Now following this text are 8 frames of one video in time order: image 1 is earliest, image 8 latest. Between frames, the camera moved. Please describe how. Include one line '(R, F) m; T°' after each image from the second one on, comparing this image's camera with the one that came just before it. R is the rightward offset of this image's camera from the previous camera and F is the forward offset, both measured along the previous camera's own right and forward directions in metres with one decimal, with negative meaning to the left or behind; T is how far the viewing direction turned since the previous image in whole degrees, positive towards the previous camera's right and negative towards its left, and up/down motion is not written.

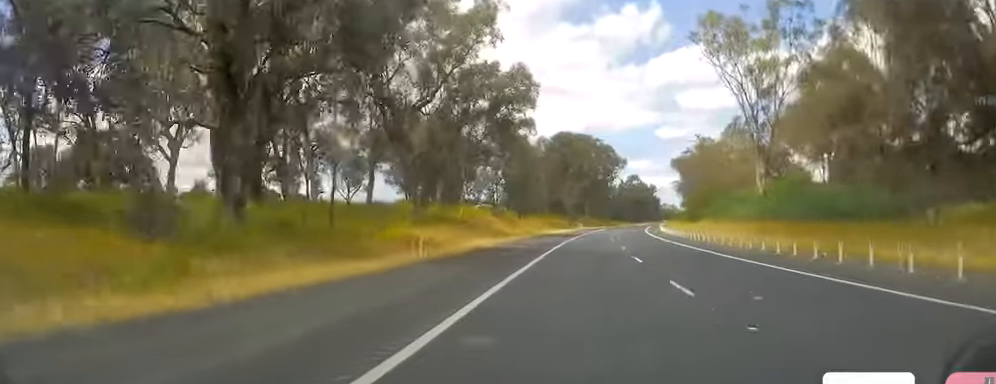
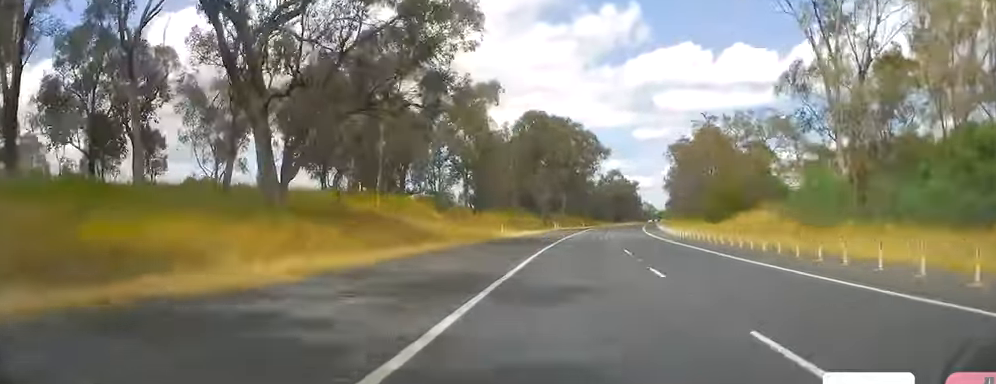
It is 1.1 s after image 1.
(-0.1, +31.3) m; +1°
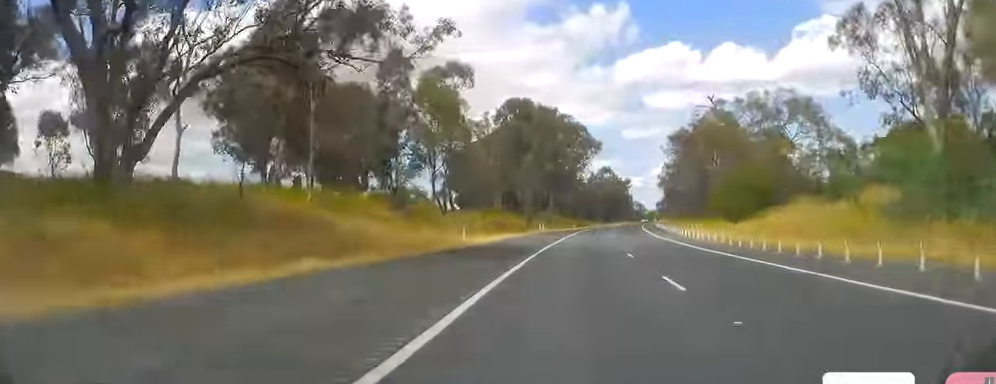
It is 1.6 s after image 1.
(-0.2, +15.1) m; +1°
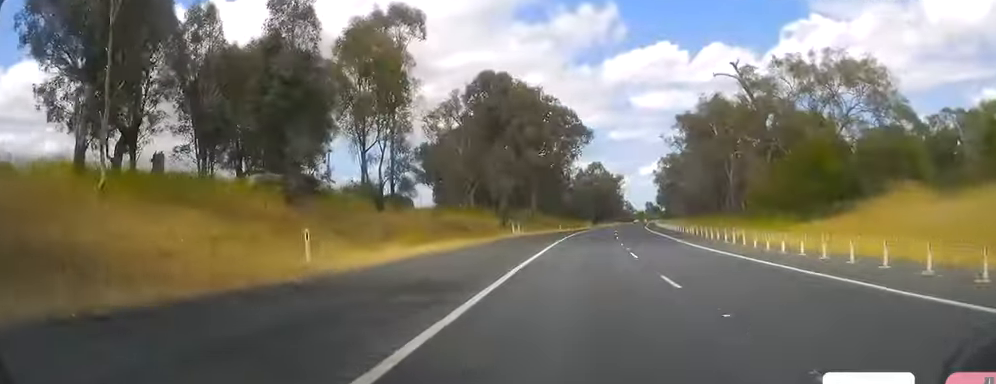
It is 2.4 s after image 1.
(+1.0, +22.8) m; +2°
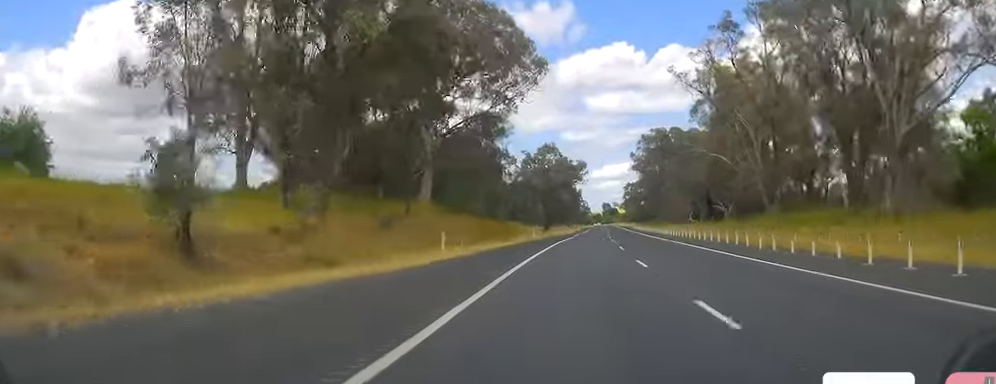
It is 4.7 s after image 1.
(0.0, +64.8) m; +3°
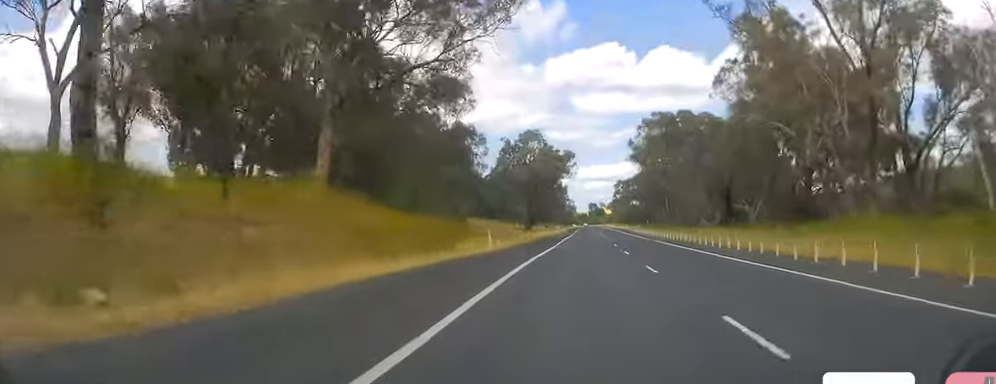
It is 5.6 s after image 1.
(+1.2, +25.8) m; +2°
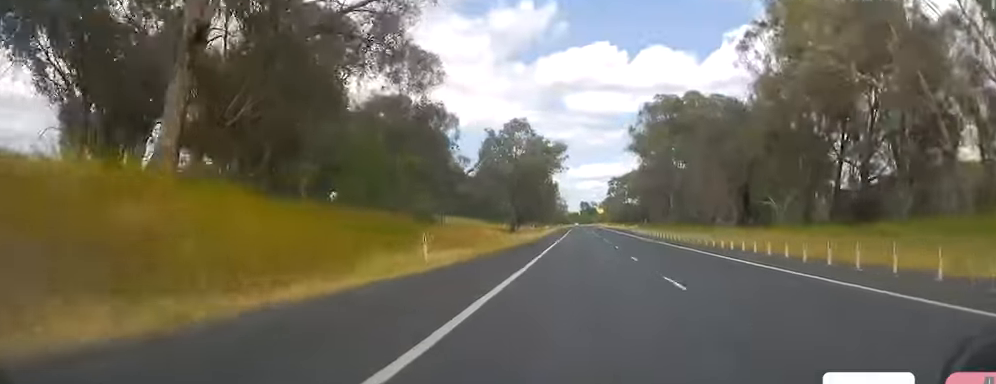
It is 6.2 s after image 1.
(0.0, +16.2) m; 0°
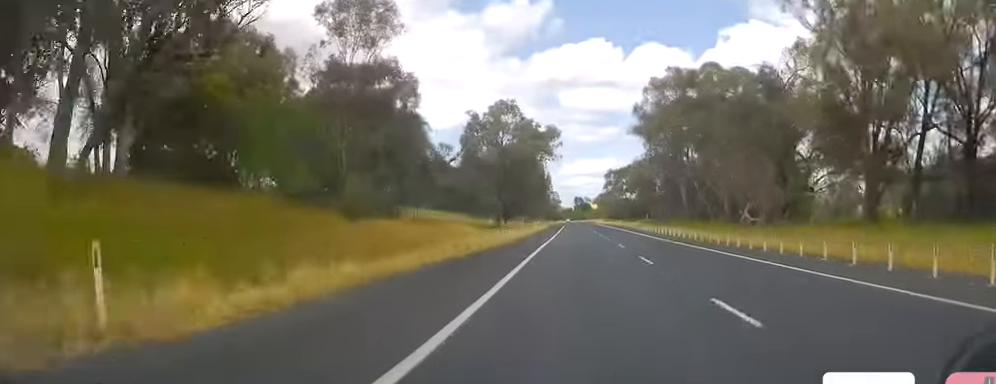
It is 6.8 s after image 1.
(-0.1, +17.1) m; 0°
